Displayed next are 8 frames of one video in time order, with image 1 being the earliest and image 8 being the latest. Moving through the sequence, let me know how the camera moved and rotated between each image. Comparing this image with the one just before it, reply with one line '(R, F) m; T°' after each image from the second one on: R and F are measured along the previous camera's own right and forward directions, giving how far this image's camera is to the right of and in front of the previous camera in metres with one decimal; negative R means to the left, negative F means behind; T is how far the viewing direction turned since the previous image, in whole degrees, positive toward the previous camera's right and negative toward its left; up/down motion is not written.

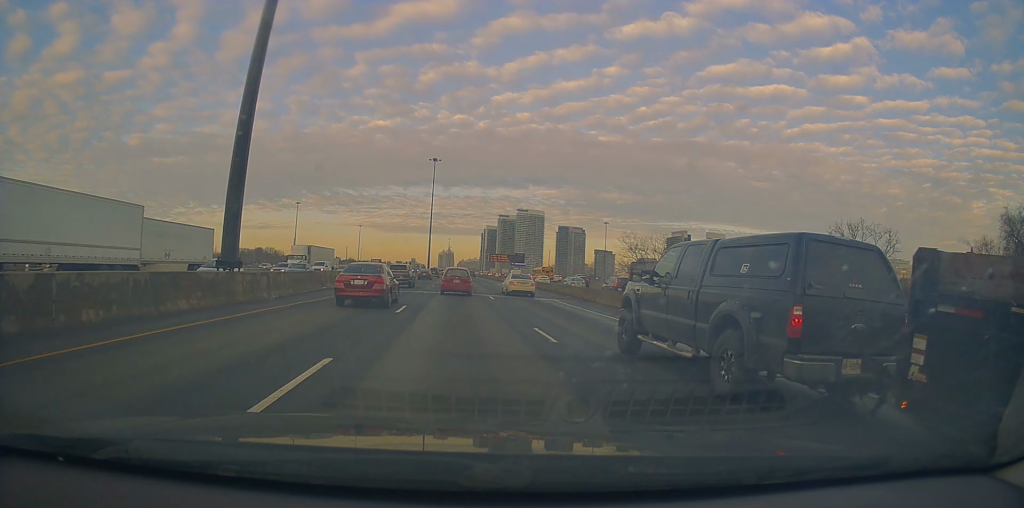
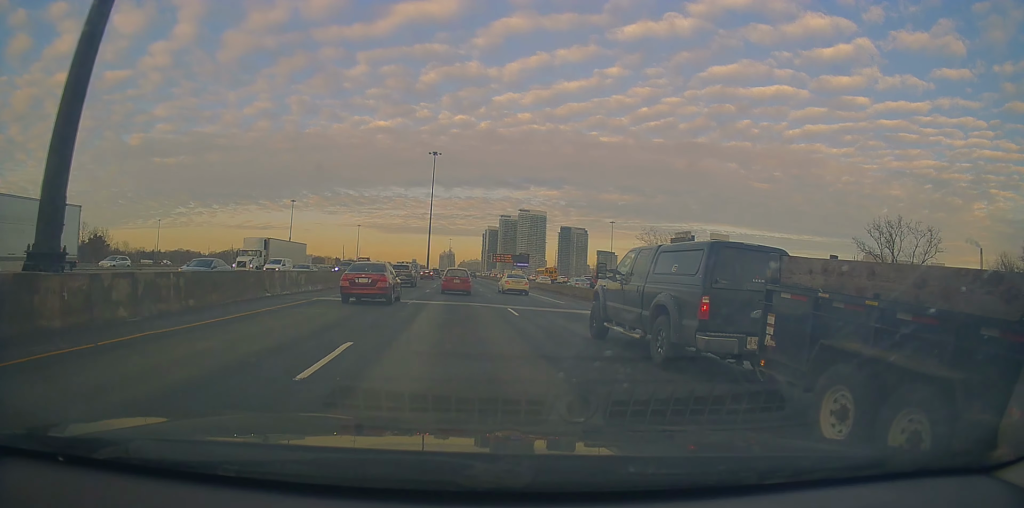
(-0.4, +10.2) m; -2°
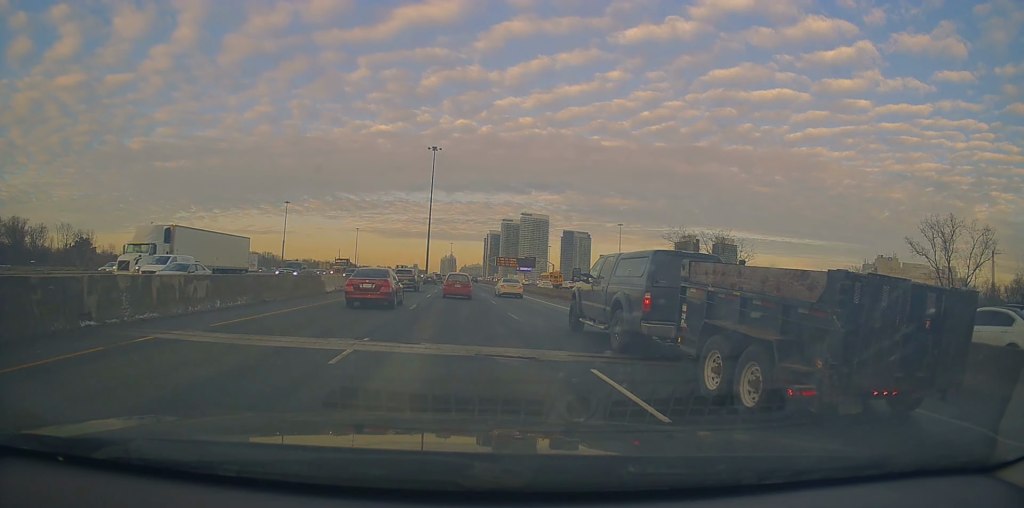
(0.0, +12.4) m; 0°
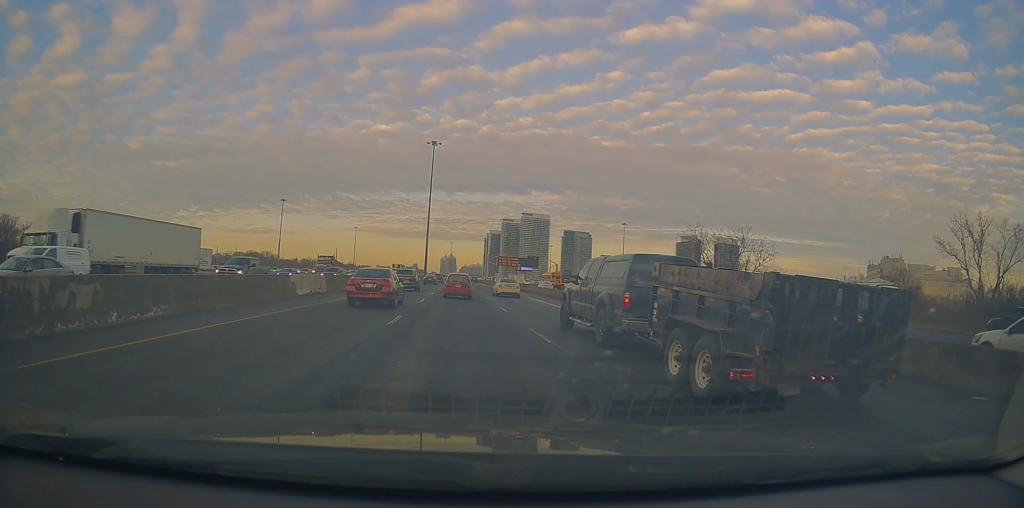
(0.0, +6.3) m; +1°
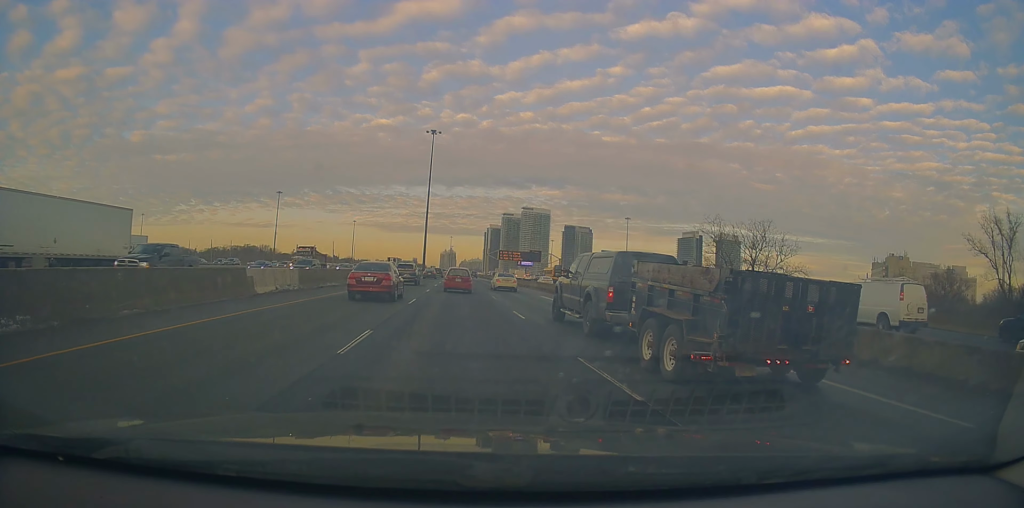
(-0.1, +5.9) m; +1°
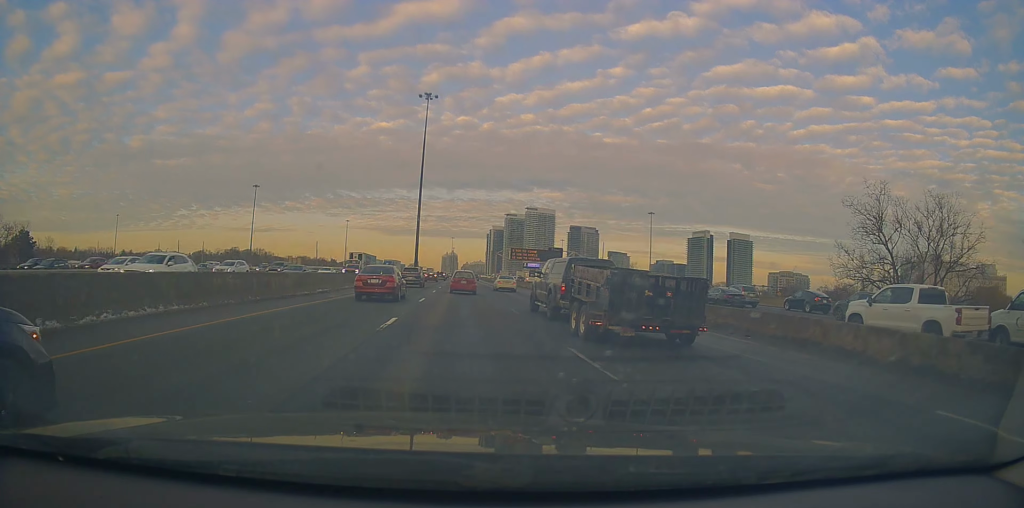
(+0.3, +31.9) m; -1°
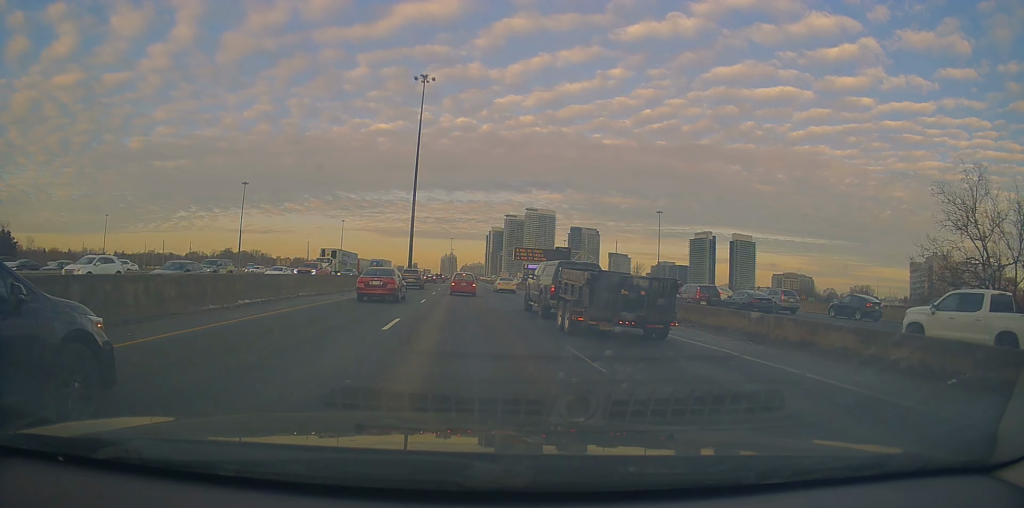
(0.0, +11.3) m; 0°
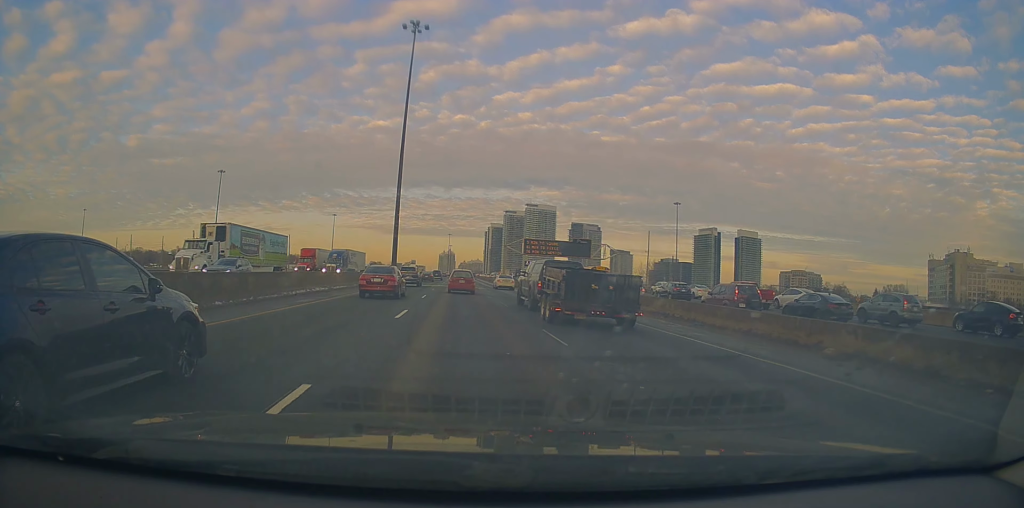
(0.0, +21.1) m; 0°
